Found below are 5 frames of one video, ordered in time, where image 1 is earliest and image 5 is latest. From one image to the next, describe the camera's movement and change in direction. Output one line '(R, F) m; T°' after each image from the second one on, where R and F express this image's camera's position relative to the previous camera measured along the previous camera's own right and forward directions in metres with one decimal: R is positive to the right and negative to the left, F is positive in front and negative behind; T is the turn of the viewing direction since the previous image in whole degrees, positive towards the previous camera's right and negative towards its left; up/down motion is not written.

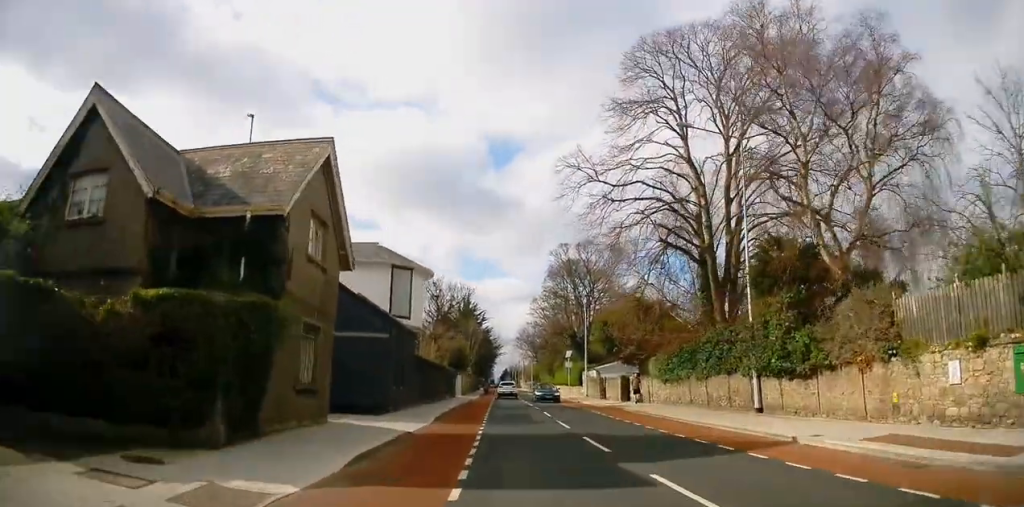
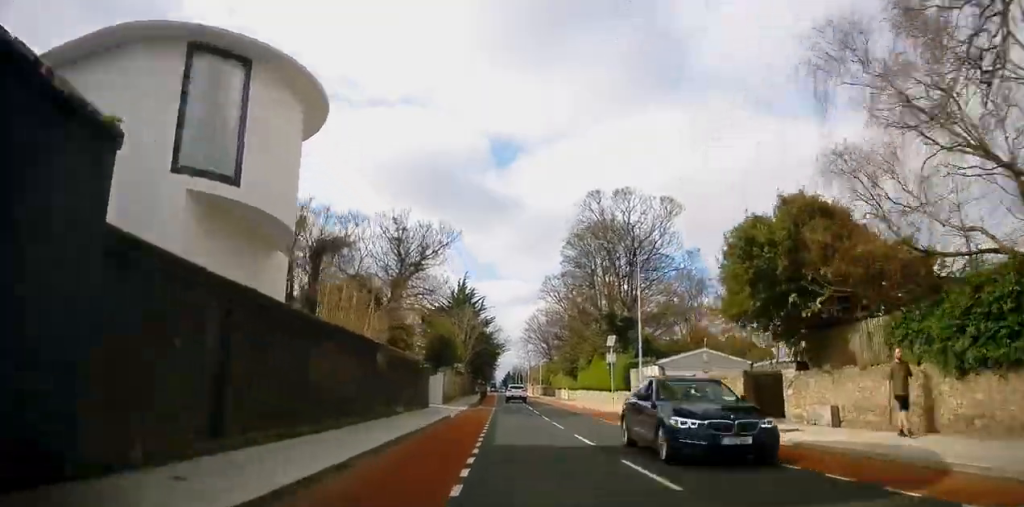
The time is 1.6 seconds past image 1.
(+0.7, +22.0) m; +3°
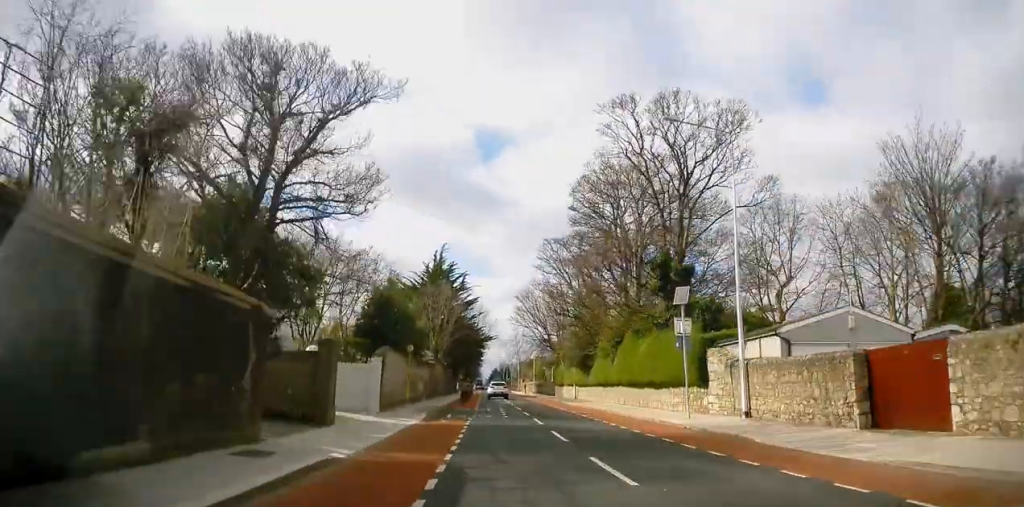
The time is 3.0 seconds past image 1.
(-0.1, +17.3) m; -2°
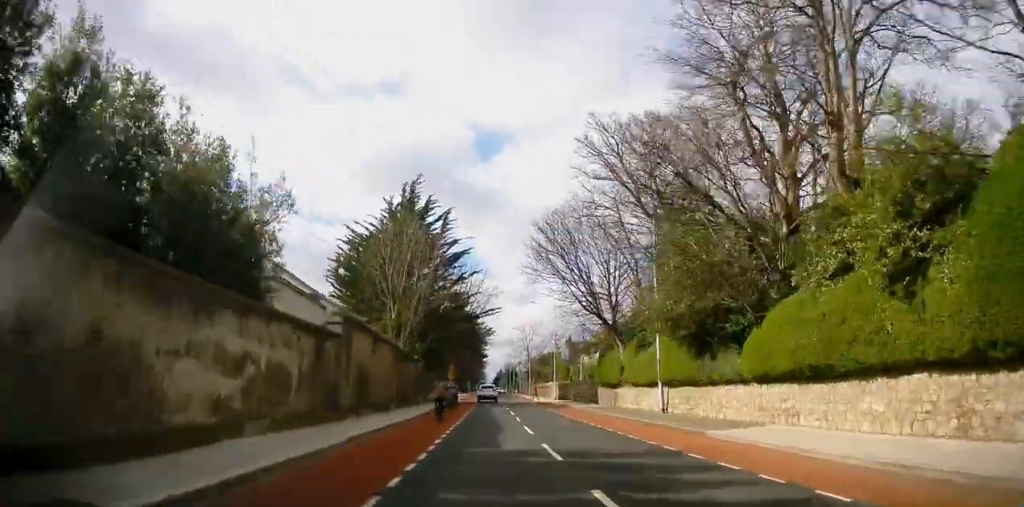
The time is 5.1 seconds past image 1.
(-0.4, +27.2) m; -1°
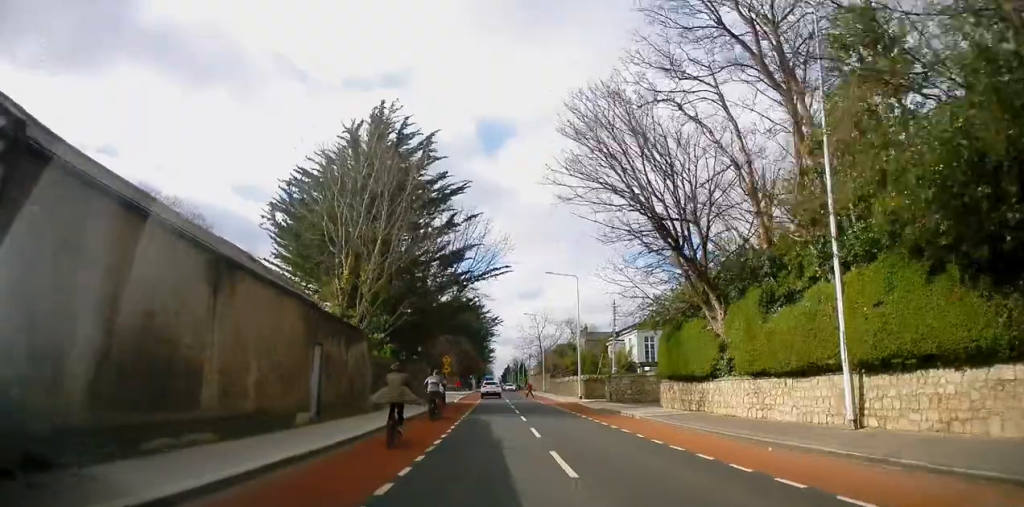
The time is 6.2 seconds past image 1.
(0.0, +15.0) m; -6°
